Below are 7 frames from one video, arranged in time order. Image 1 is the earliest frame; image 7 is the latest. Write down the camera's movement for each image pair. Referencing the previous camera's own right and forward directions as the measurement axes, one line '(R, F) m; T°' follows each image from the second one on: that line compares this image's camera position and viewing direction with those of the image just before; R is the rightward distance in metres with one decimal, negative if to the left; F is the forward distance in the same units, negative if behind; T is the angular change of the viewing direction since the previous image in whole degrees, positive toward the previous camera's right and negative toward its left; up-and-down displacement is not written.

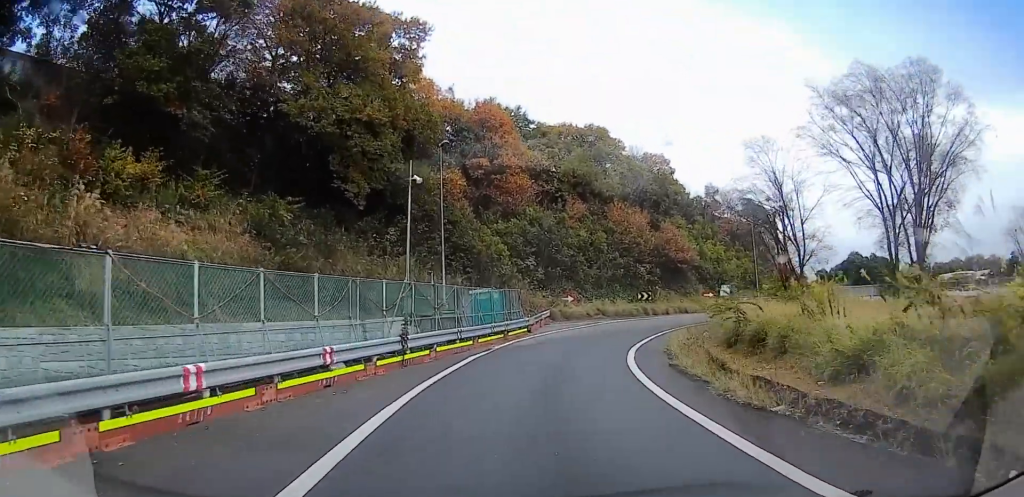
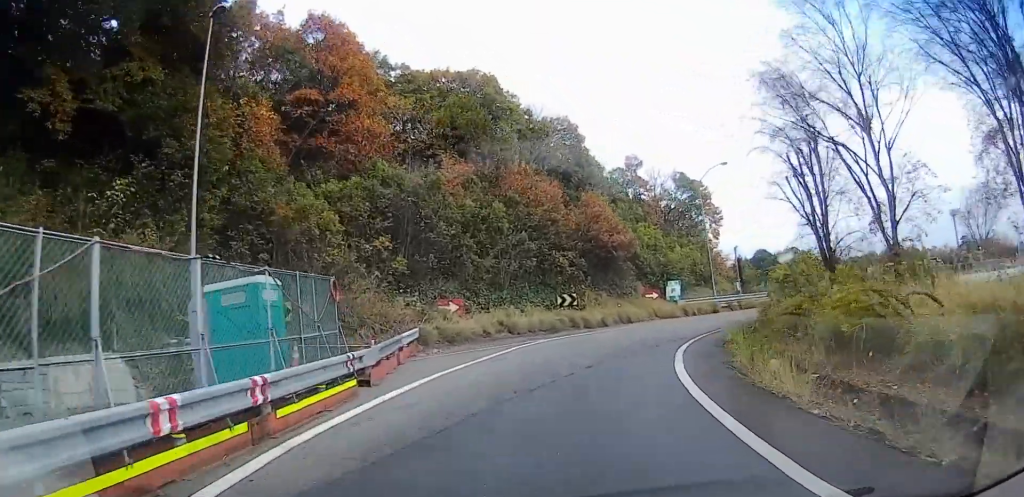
(0.0, +17.0) m; 0°
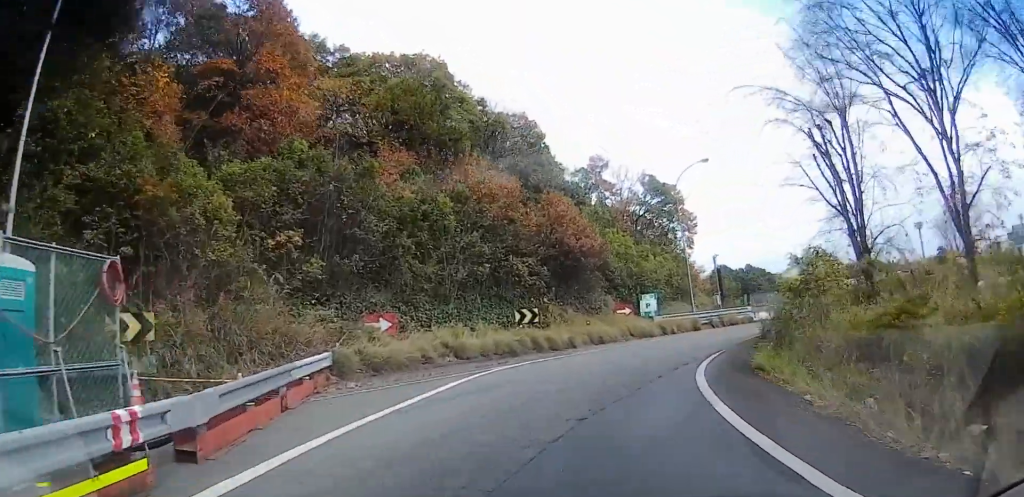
(0.0, +6.1) m; 0°
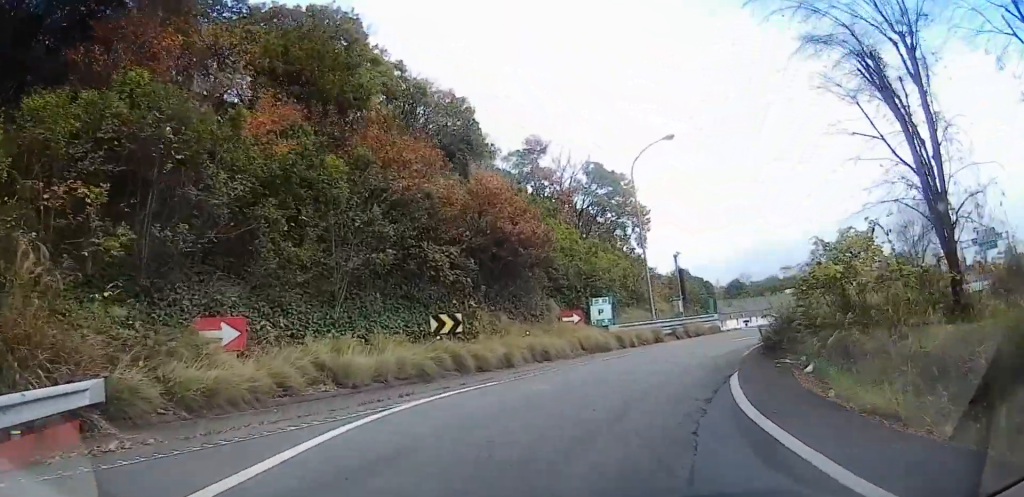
(0.0, +8.6) m; 0°
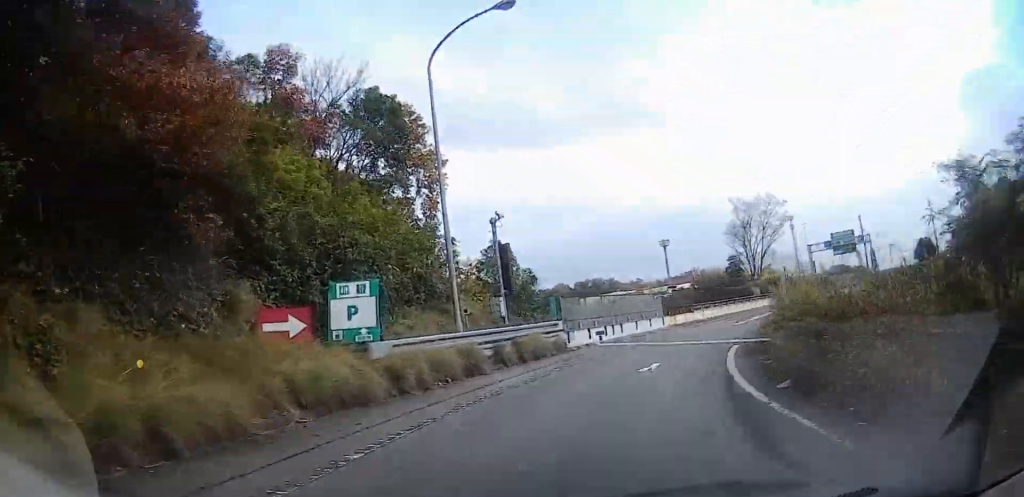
(0.0, +17.3) m; +5°
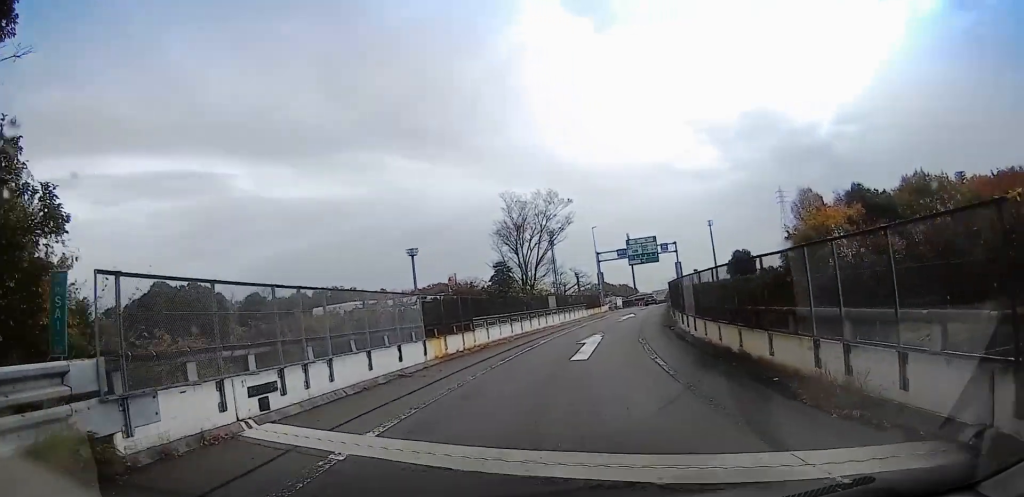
(+4.6, +13.7) m; +45°
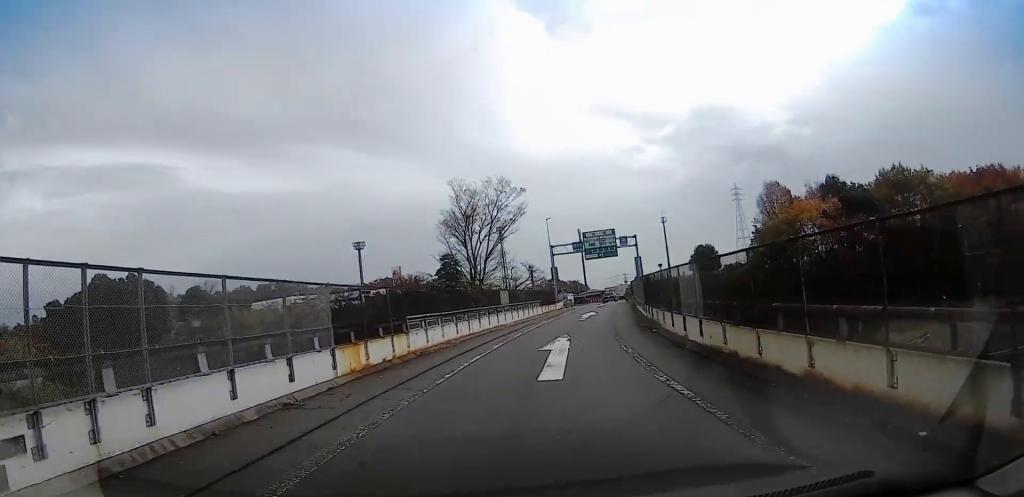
(+0.4, +4.2) m; +13°
